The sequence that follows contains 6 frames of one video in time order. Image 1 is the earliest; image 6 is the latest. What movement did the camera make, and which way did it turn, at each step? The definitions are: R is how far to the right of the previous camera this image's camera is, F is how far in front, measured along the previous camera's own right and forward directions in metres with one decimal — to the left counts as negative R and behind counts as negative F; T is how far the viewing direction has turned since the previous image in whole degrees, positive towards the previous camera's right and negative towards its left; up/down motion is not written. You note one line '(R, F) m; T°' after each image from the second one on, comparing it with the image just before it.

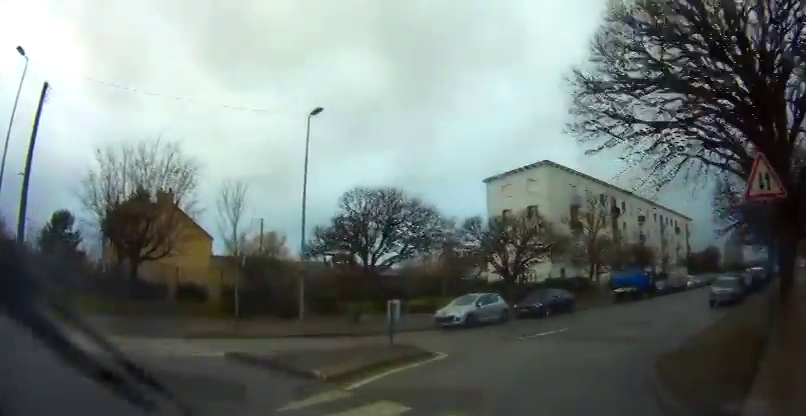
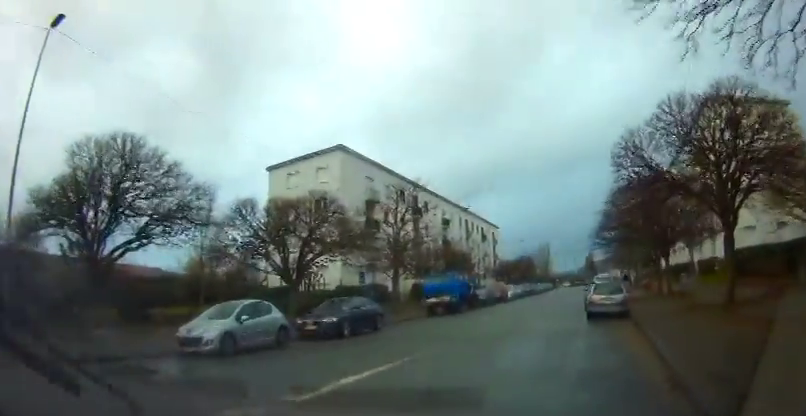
(+1.7, +8.1) m; +23°
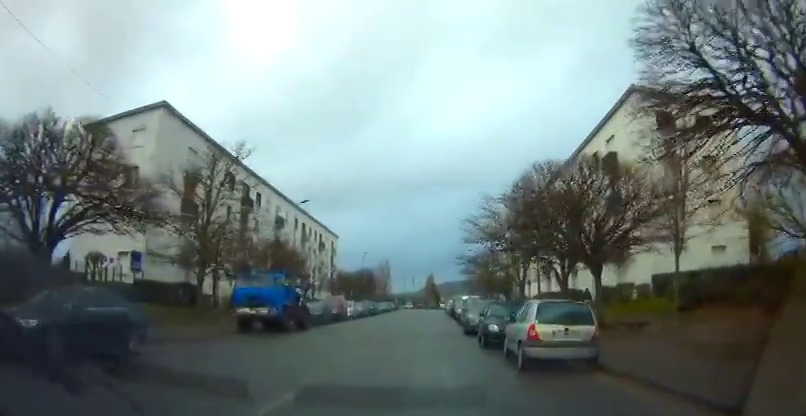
(+1.7, +9.1) m; +21°
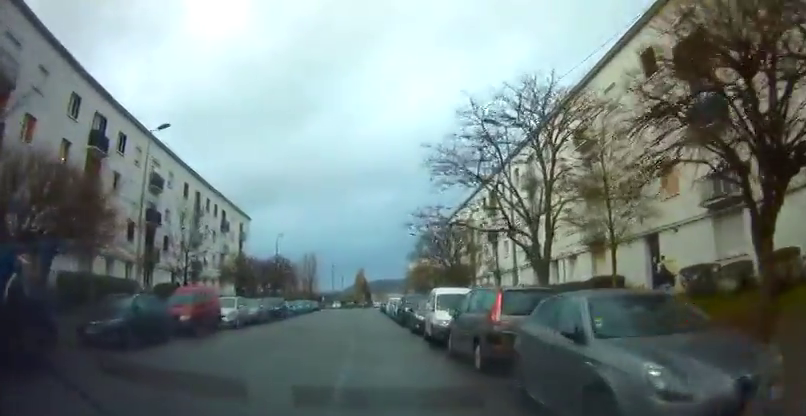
(+2.3, +16.7) m; +10°
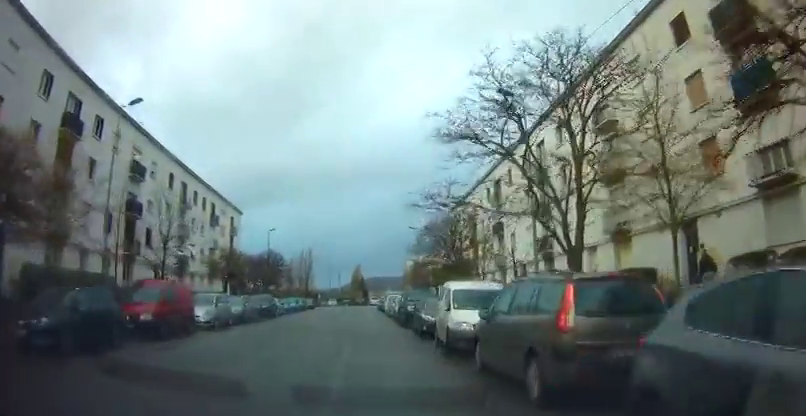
(0.0, +3.2) m; +1°
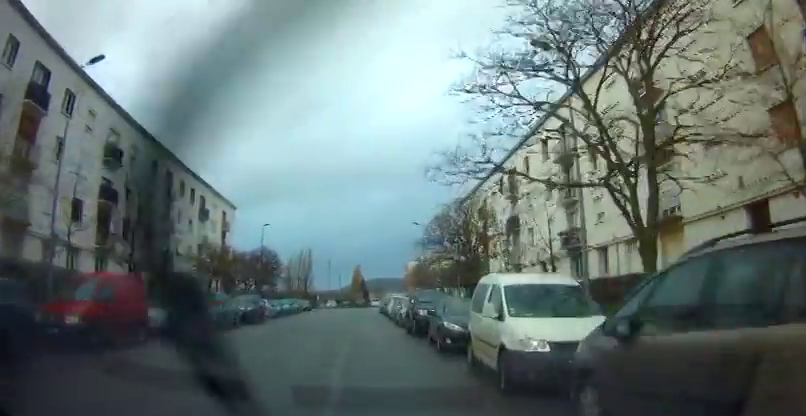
(0.0, +4.3) m; 0°
